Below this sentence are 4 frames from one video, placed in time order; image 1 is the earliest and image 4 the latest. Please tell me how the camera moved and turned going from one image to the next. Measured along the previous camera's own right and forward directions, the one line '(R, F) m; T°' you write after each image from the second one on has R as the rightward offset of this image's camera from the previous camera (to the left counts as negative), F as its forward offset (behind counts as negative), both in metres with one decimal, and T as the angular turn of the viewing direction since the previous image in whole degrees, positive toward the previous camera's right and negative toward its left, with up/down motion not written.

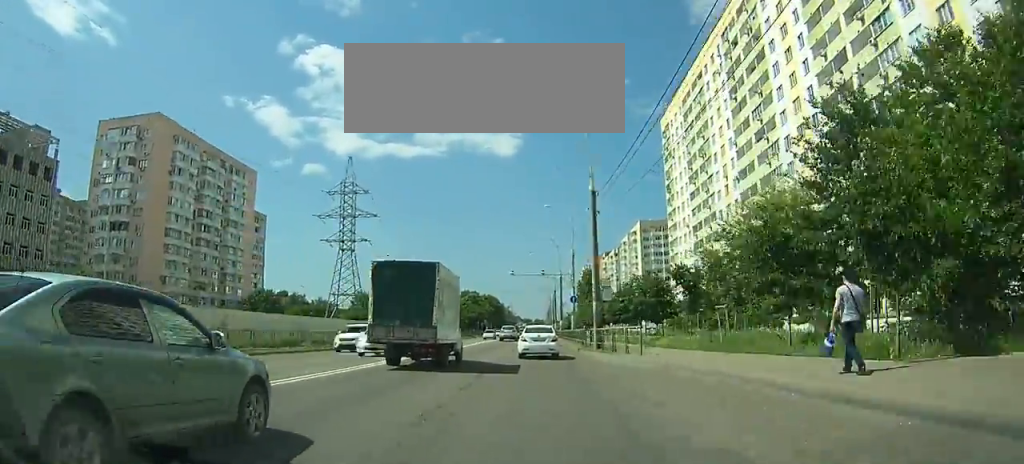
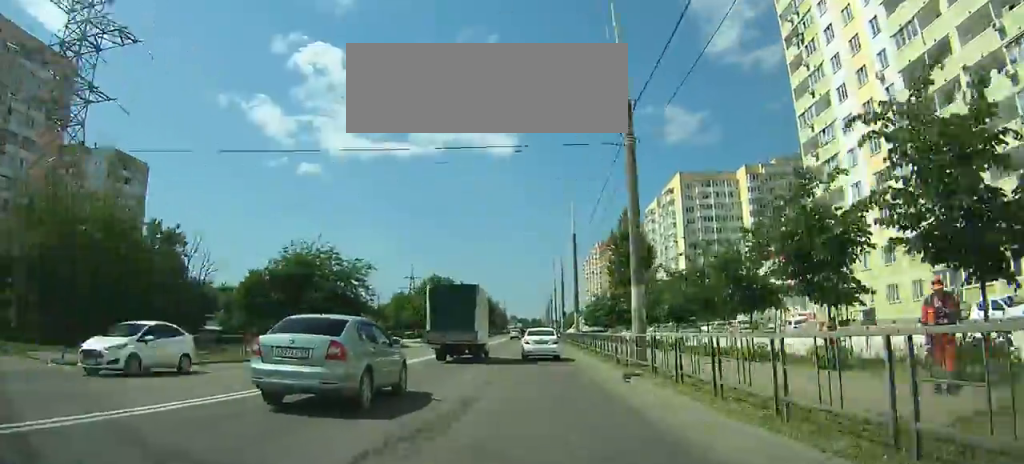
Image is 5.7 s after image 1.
(-0.4, +61.4) m; -1°
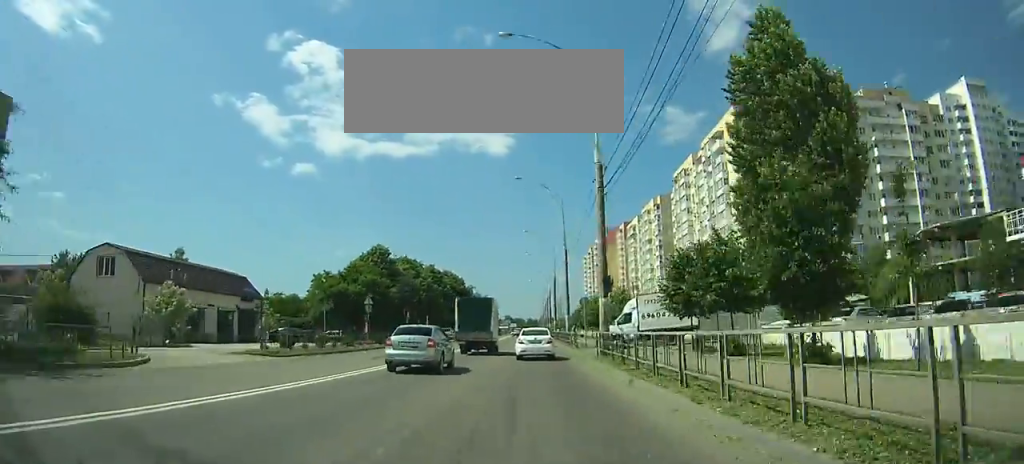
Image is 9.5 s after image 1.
(-0.1, +45.3) m; 0°
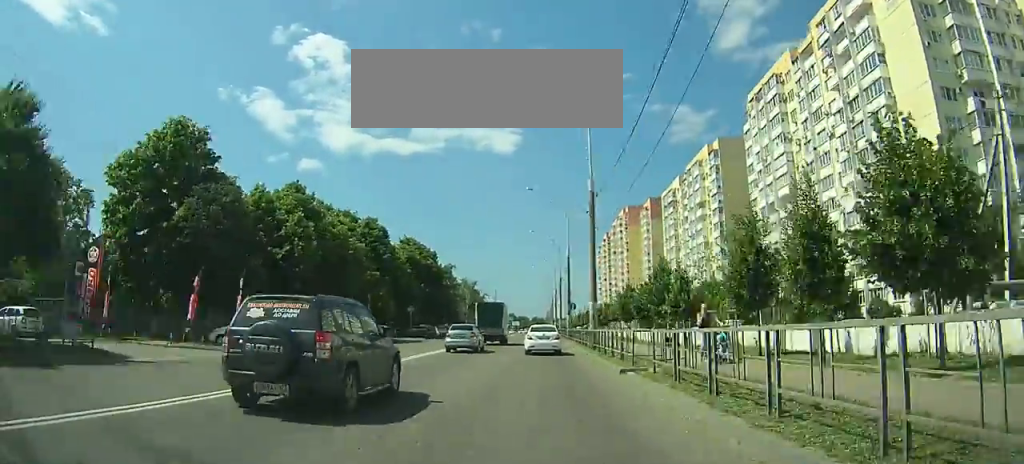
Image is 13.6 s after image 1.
(+0.2, +49.7) m; +1°
